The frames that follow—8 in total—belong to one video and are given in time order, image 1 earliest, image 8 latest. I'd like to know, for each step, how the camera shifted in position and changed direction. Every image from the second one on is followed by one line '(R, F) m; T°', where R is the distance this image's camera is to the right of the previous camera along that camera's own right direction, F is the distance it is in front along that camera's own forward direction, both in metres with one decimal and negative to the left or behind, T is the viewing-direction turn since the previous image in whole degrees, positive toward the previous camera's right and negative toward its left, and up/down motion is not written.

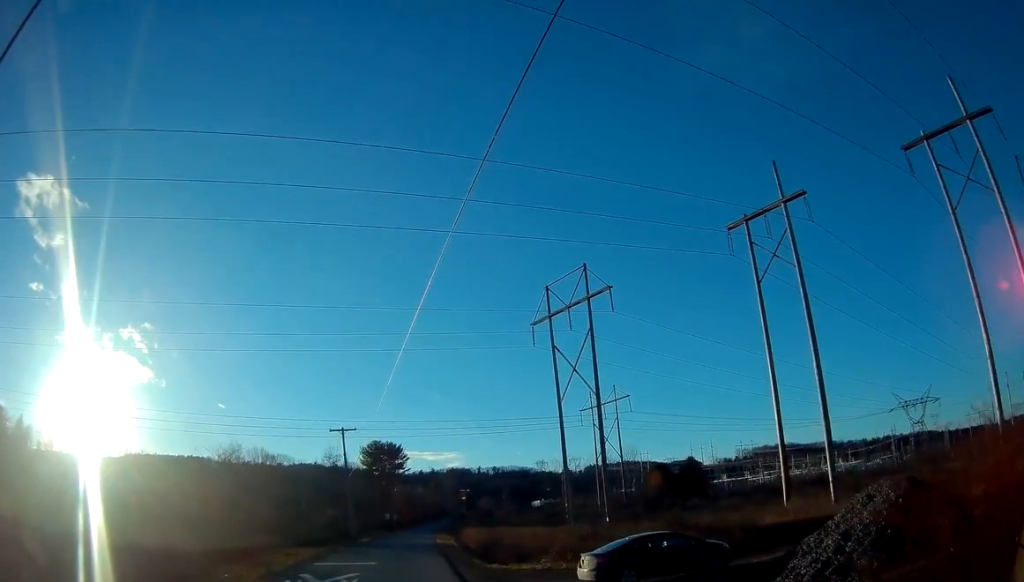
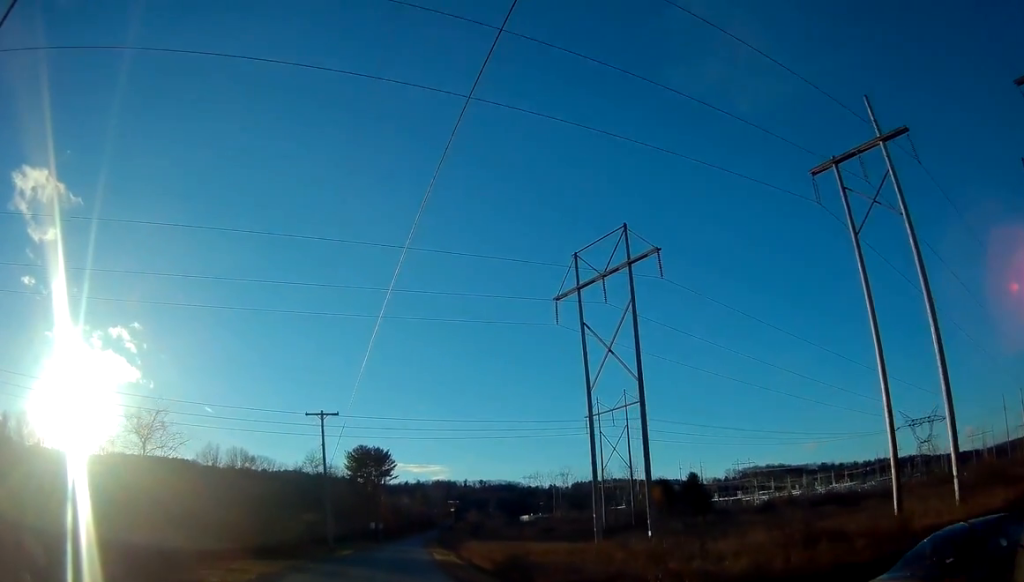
(+0.3, +11.3) m; +1°
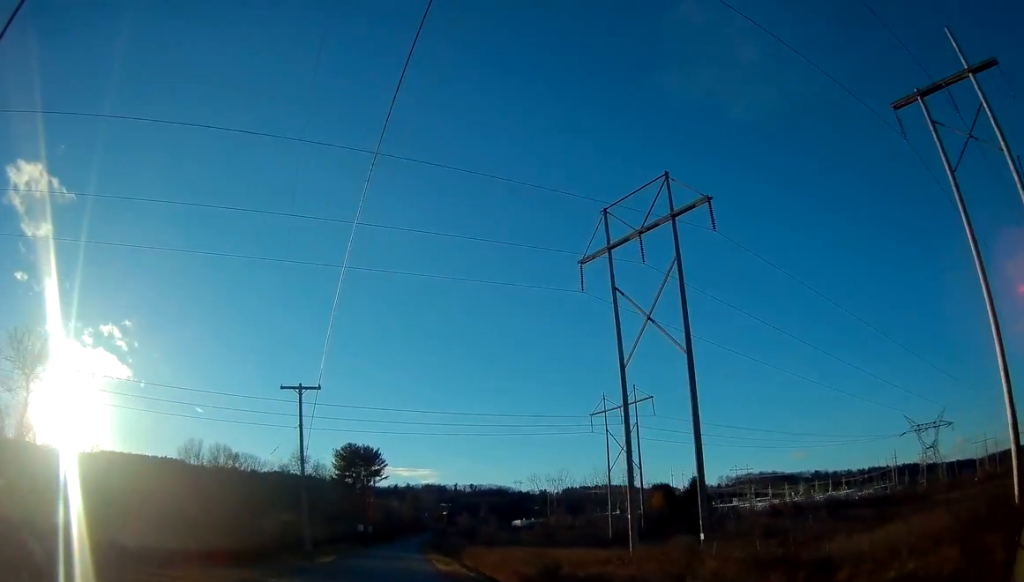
(-0.2, +9.2) m; +1°
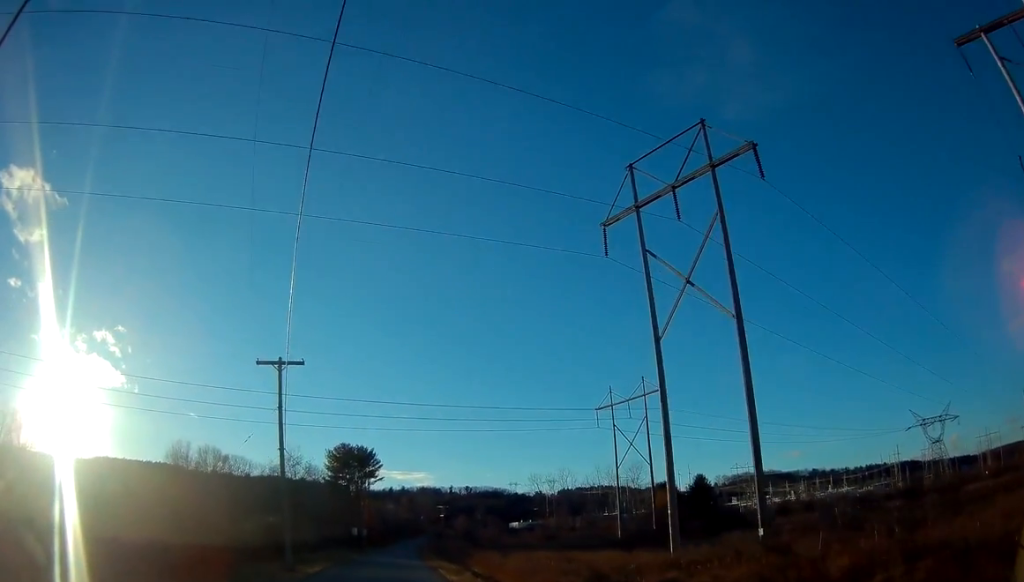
(+0.1, +6.2) m; 0°
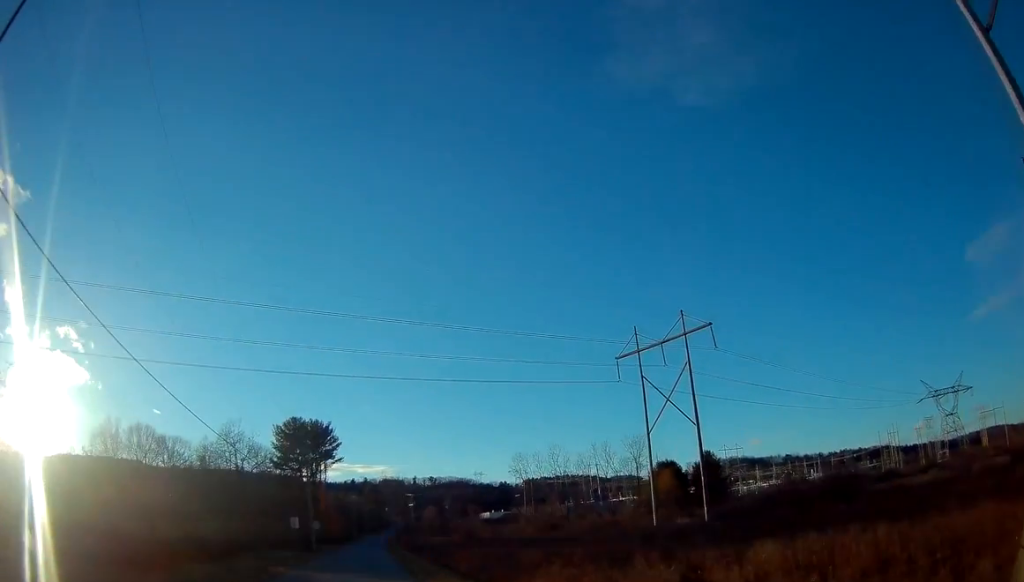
(+0.2, +28.1) m; +1°
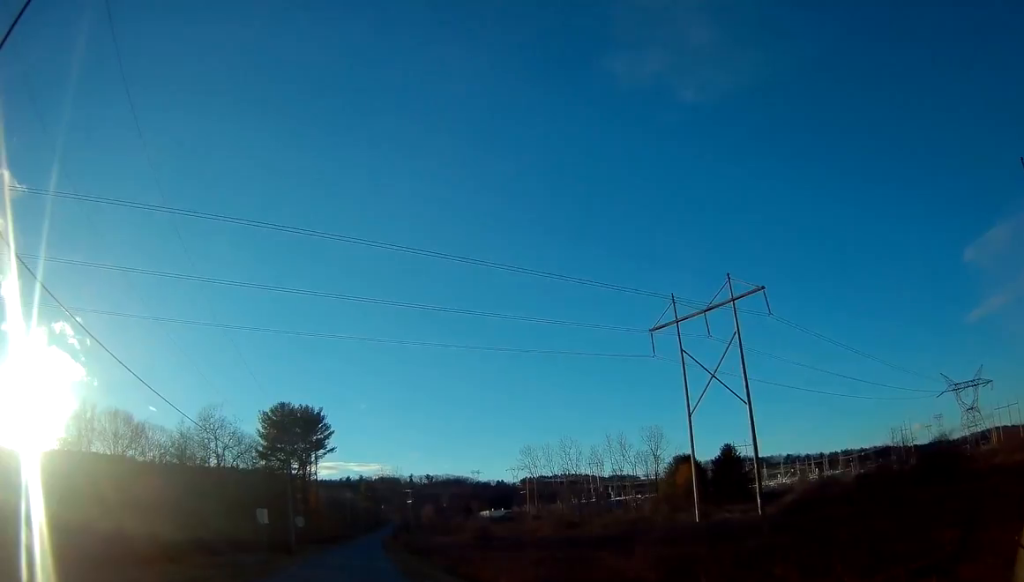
(+0.3, +12.4) m; +1°
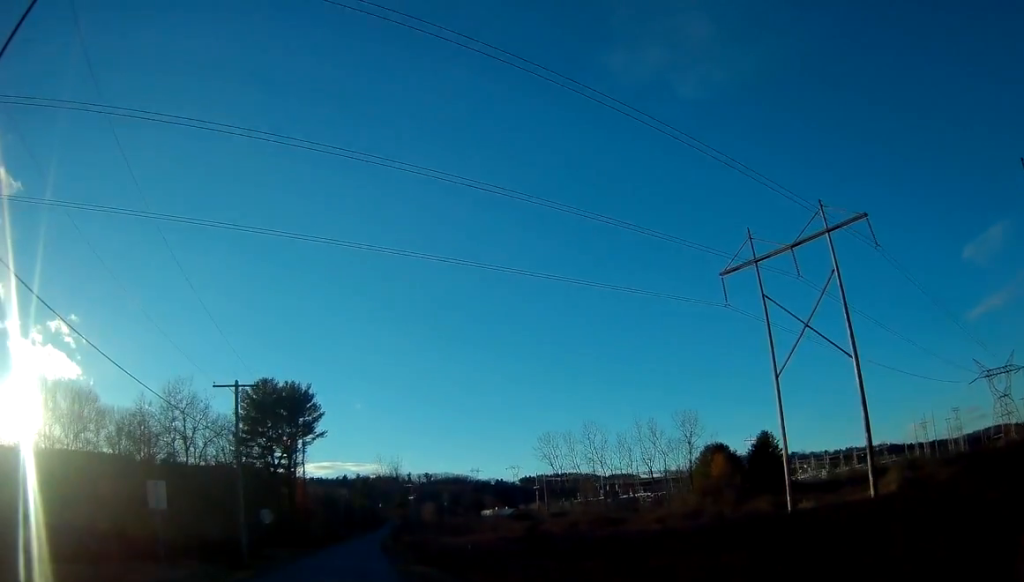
(-0.1, +17.2) m; 0°
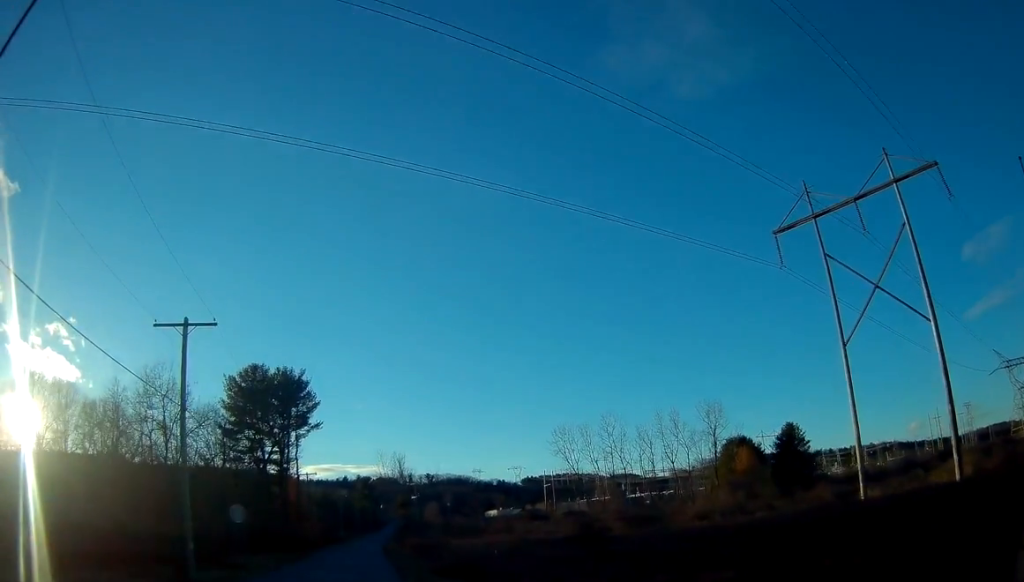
(0.0, +9.0) m; 0°
